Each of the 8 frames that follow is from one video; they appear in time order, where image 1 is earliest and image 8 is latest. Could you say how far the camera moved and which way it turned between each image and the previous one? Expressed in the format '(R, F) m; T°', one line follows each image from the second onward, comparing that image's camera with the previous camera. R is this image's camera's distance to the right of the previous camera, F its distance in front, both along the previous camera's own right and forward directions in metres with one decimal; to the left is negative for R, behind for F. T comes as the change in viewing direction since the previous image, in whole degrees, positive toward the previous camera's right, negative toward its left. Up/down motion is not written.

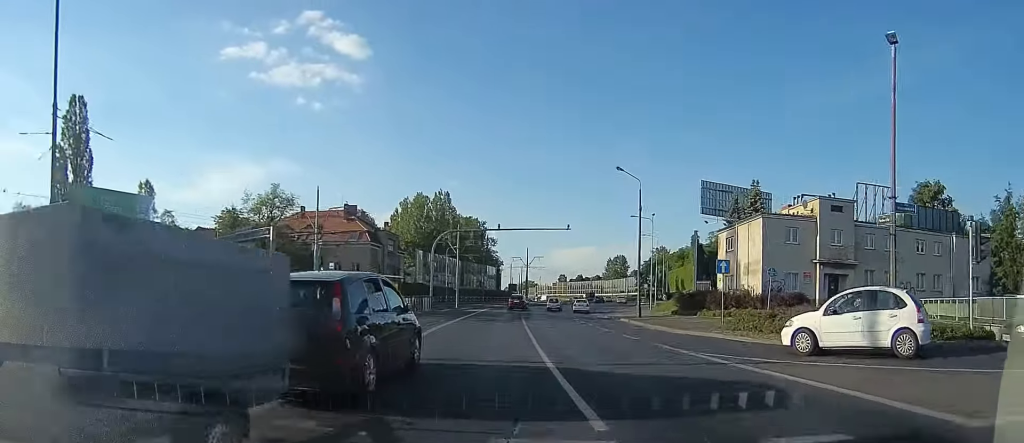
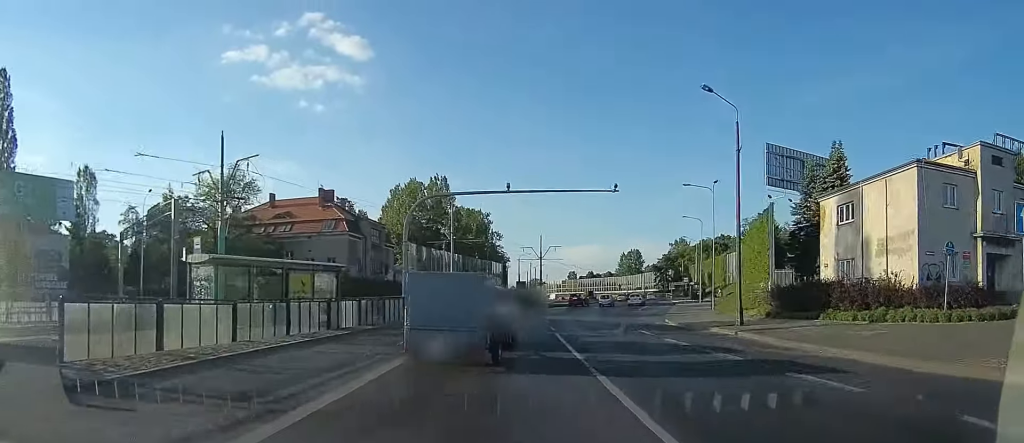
(-0.4, +15.4) m; -5°
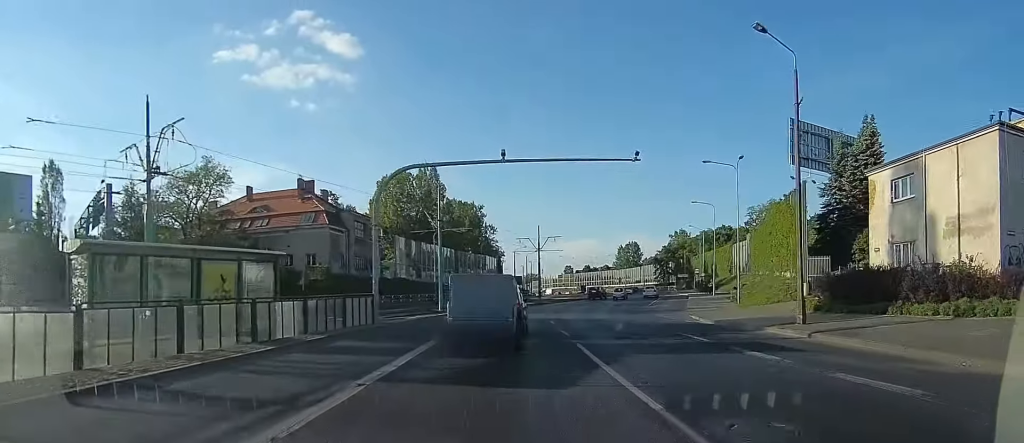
(-0.4, +5.5) m; 0°
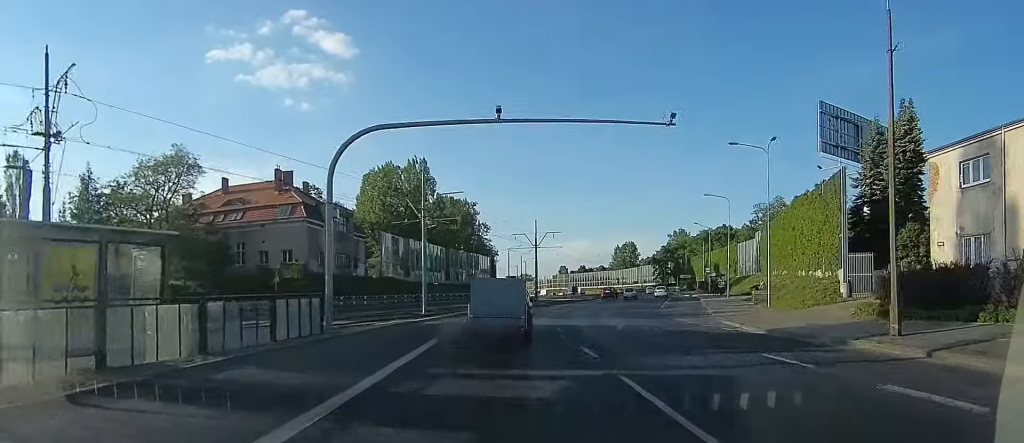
(-0.2, +5.3) m; +1°
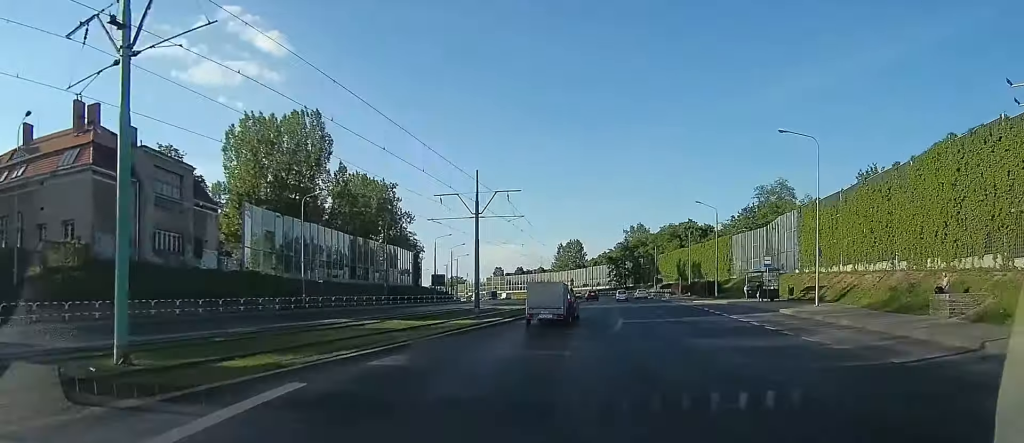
(+2.4, +24.7) m; +13°
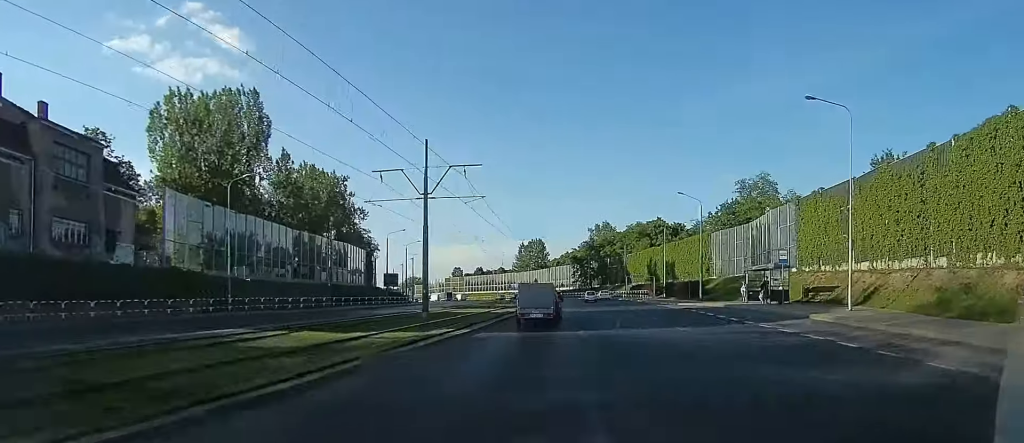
(+0.5, +6.8) m; +4°
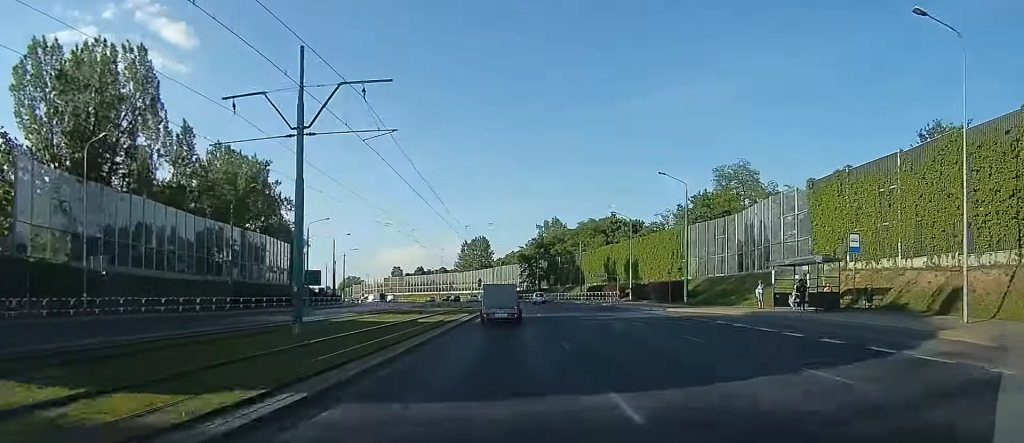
(+0.5, +10.3) m; +5°
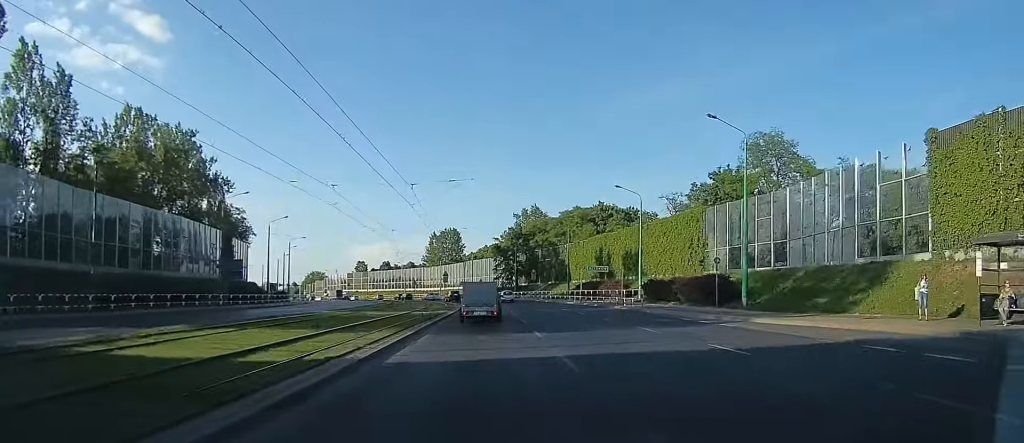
(+0.7, +14.4) m; +1°
